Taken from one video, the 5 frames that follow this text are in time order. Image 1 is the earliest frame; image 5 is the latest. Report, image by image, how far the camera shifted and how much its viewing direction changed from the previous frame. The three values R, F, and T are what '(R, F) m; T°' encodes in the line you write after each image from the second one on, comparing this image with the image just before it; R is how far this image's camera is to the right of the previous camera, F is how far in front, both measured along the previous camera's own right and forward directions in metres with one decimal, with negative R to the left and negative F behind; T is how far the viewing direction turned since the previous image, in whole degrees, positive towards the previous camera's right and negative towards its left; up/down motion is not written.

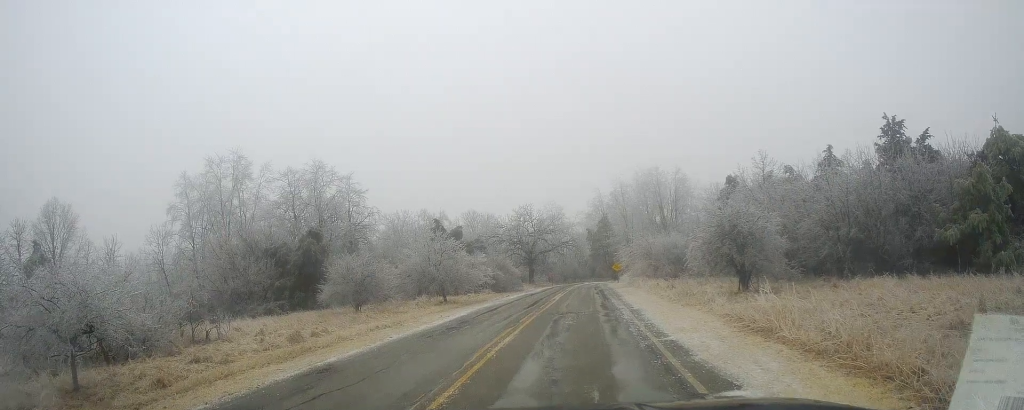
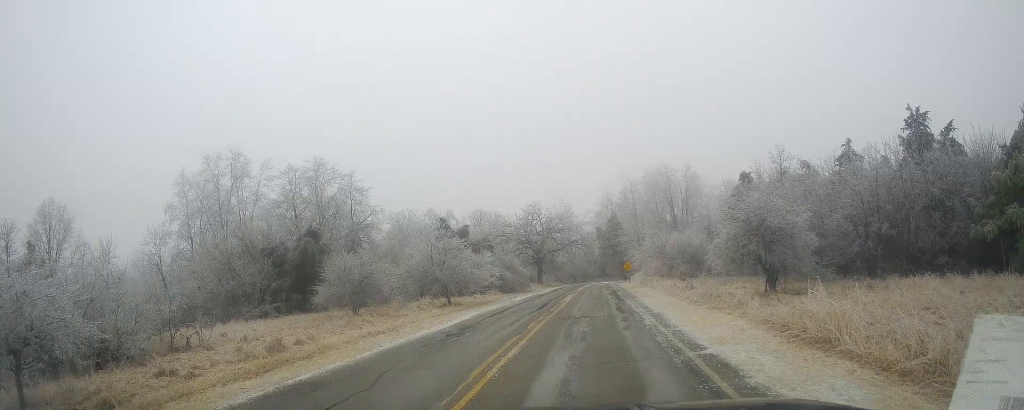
(-0.1, +0.3) m; 0°
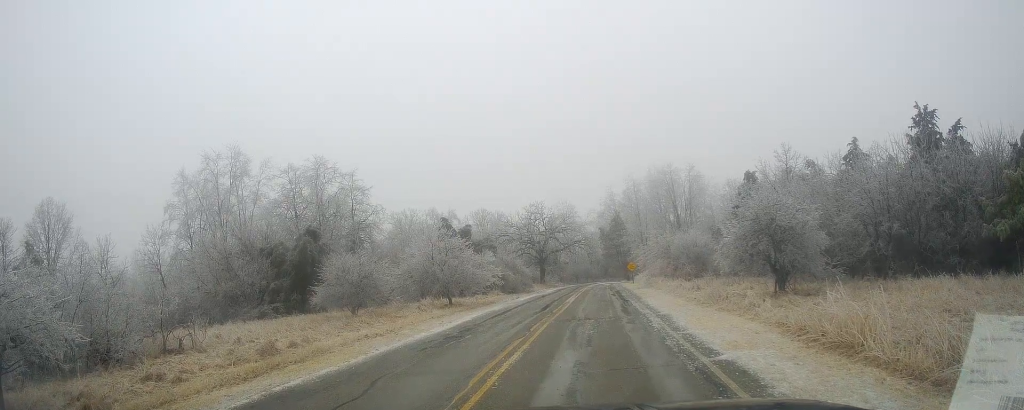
(-0.2, +0.4) m; 0°
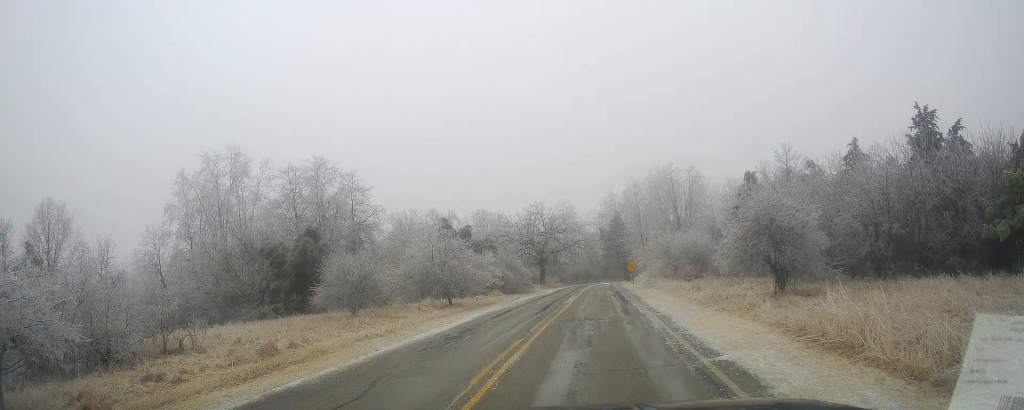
(-0.1, +0.1) m; 0°
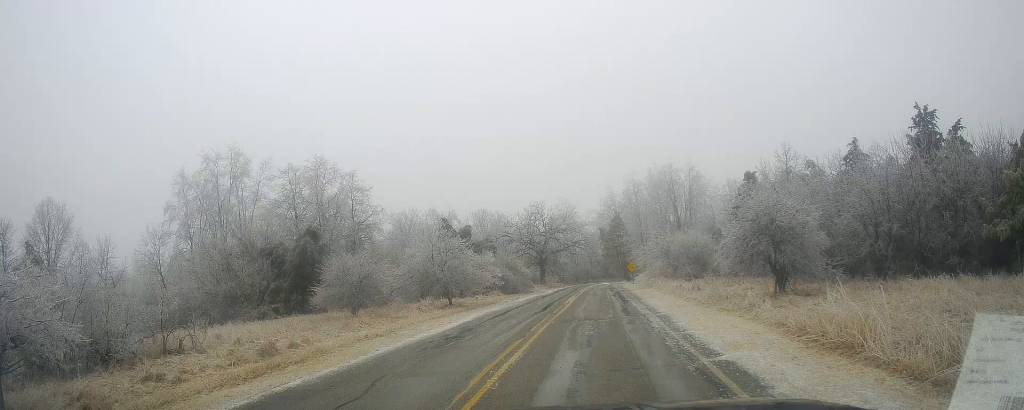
(-0.2, +0.3) m; 0°
